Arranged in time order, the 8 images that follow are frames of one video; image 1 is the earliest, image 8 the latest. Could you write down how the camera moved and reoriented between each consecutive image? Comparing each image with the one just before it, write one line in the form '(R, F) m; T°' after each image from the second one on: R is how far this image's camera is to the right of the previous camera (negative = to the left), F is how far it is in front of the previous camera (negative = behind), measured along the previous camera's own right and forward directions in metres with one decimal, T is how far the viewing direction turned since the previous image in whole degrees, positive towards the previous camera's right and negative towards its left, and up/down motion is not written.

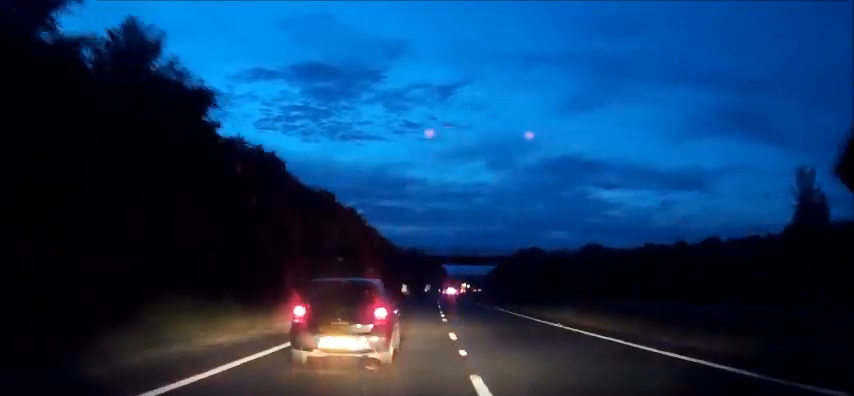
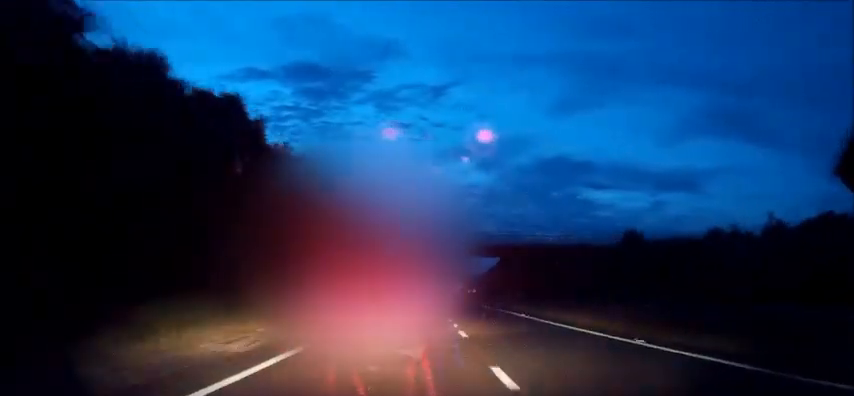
(+0.4, +25.8) m; +1°
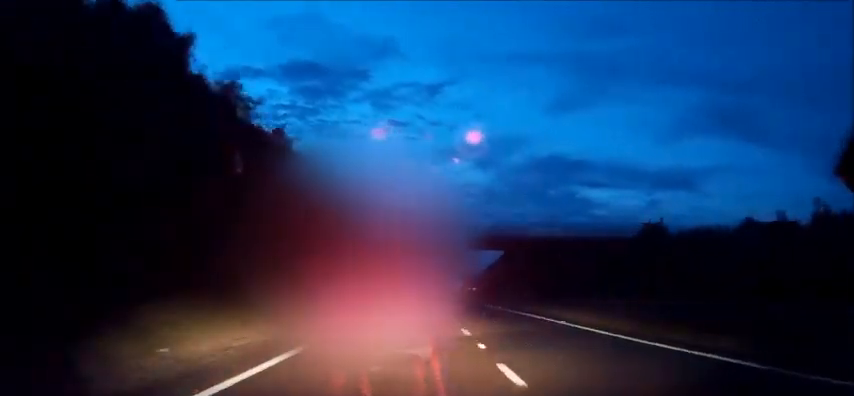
(0.0, +8.8) m; 0°
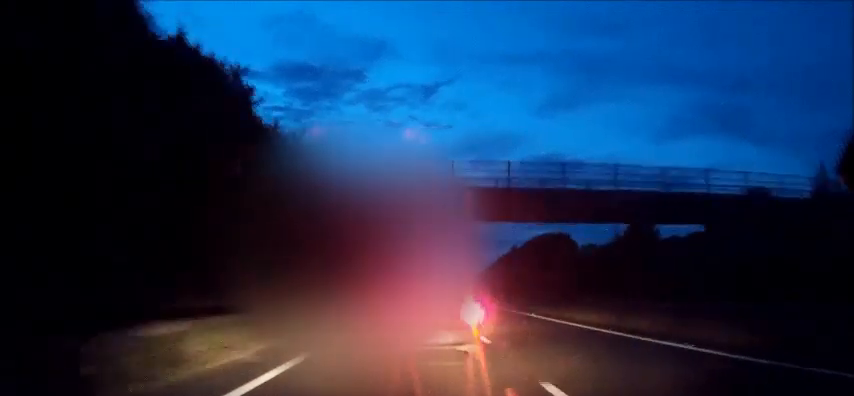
(+0.2, +29.4) m; +1°
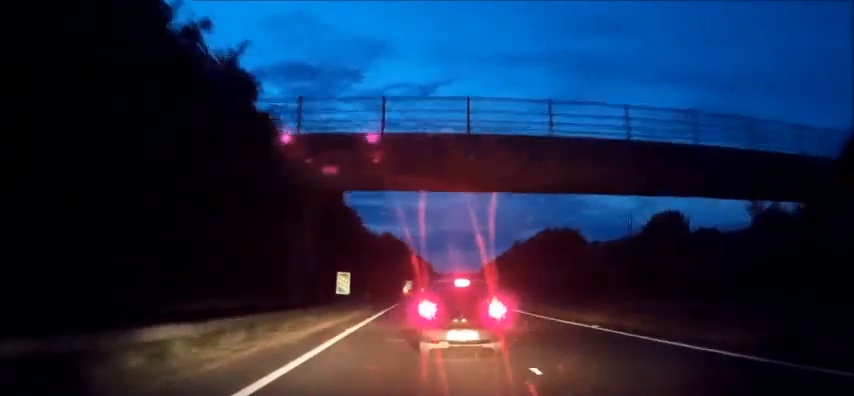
(0.0, +11.2) m; +1°
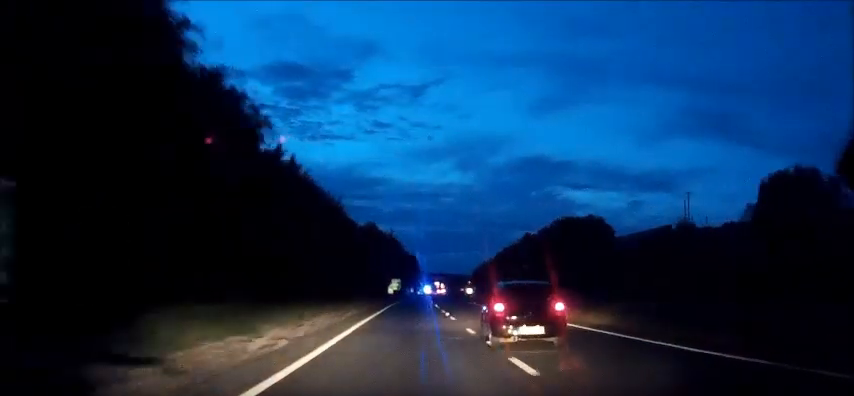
(+0.6, +31.6) m; +1°
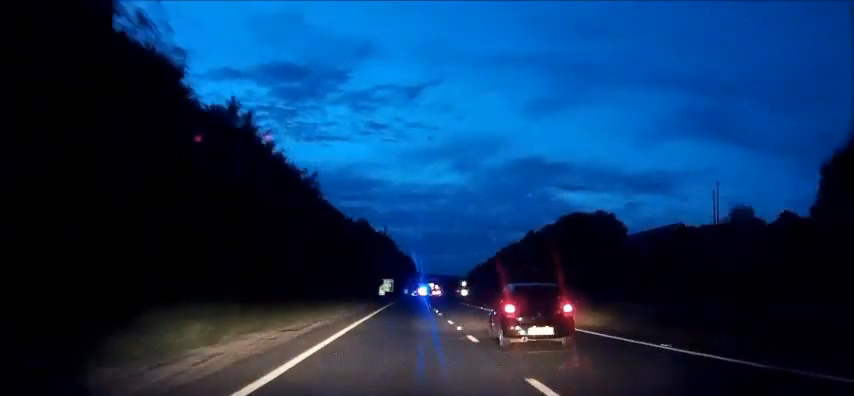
(-0.1, +11.6) m; 0°
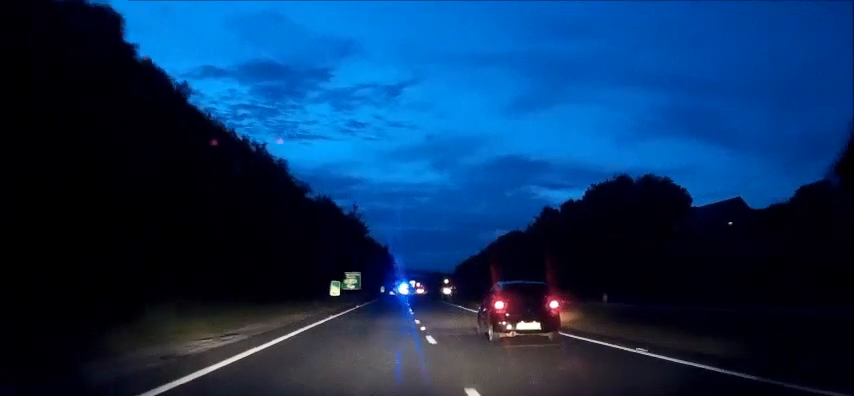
(+0.5, +37.2) m; +1°
